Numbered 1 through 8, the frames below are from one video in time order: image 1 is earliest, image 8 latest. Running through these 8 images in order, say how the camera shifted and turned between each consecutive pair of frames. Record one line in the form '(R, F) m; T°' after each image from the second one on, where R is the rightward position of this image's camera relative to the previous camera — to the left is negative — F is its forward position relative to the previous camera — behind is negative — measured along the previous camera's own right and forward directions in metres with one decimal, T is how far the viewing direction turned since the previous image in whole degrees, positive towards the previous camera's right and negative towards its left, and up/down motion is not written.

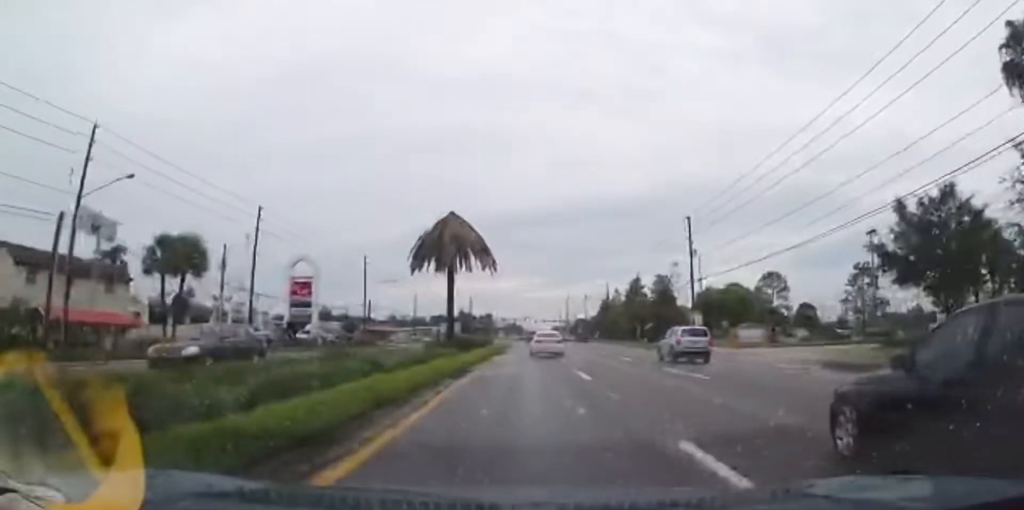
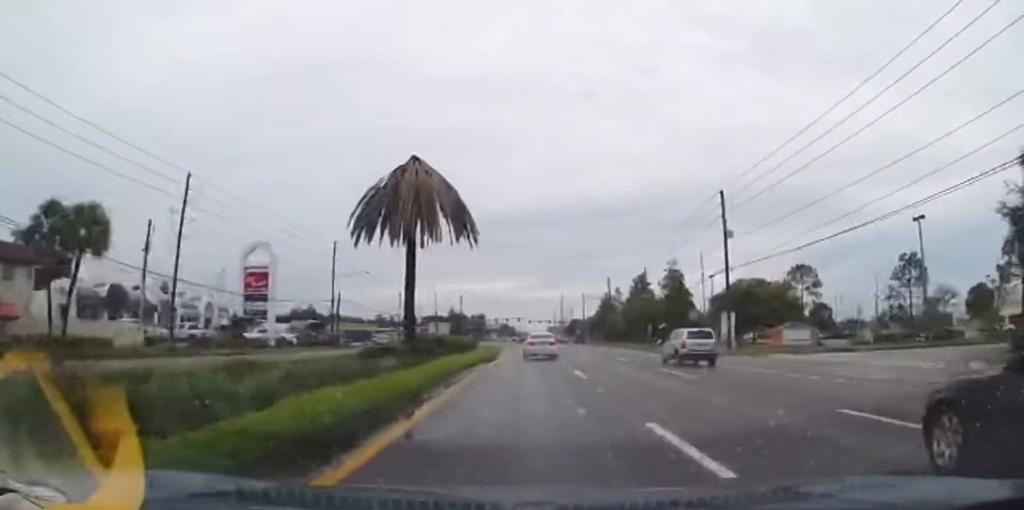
(0.0, +11.1) m; 0°
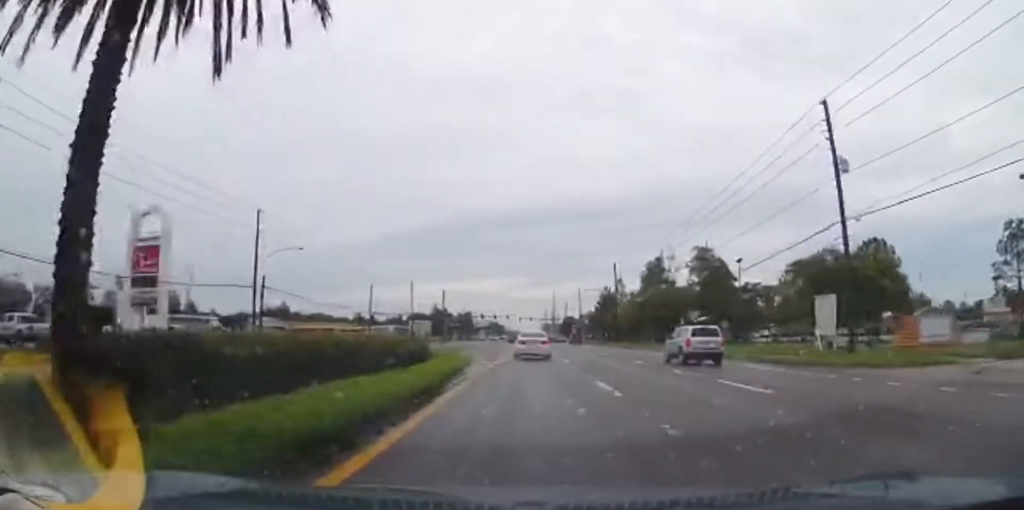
(+0.1, +18.2) m; +2°
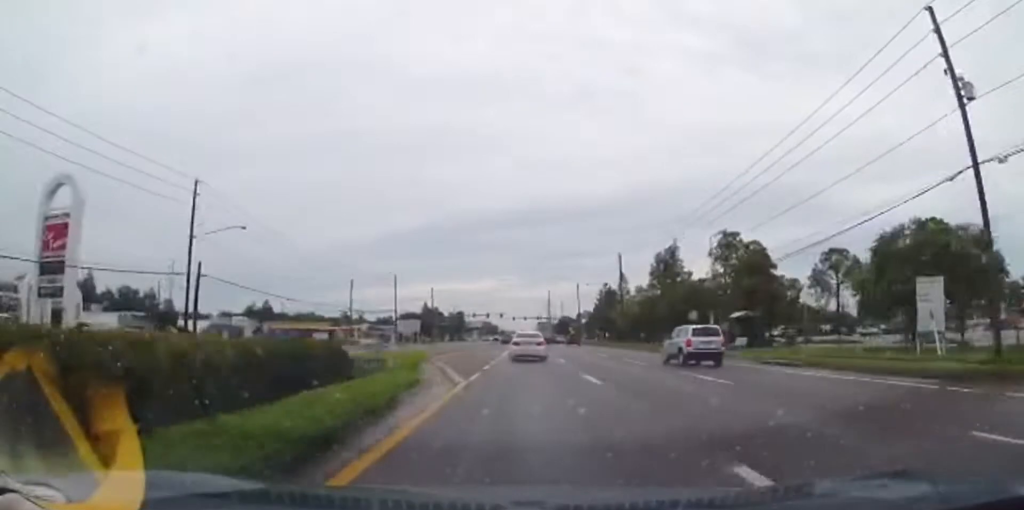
(+0.3, +10.1) m; +1°
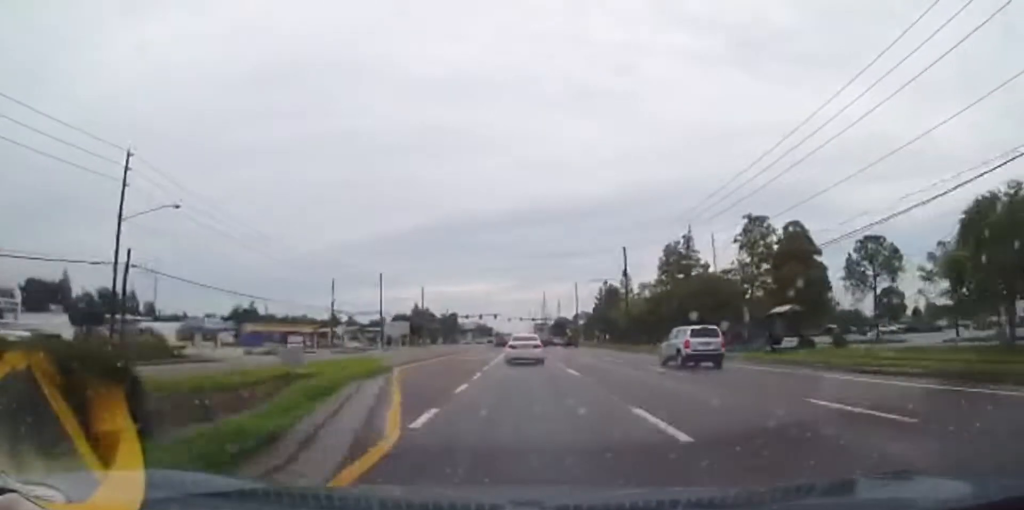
(0.0, +8.0) m; 0°
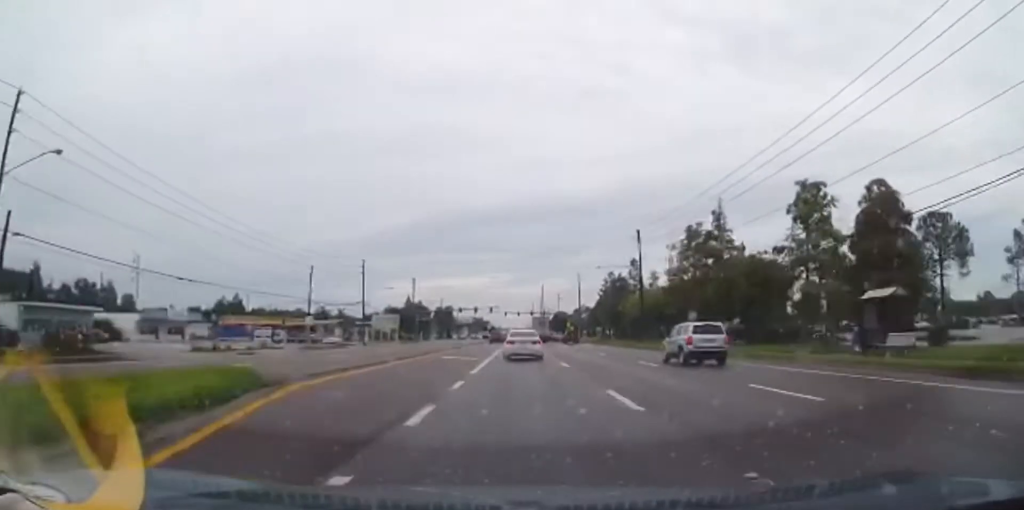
(0.0, +10.6) m; 0°
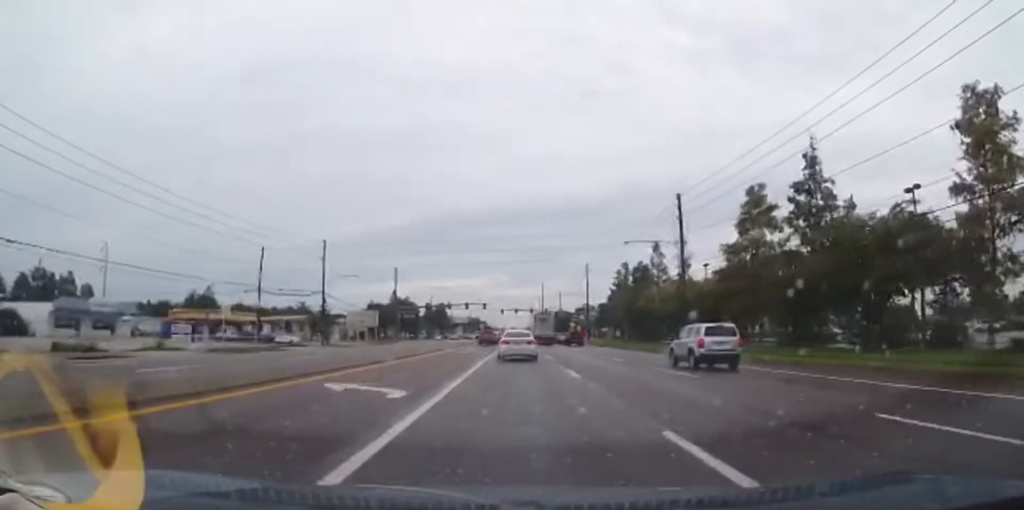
(0.0, +18.5) m; 0°
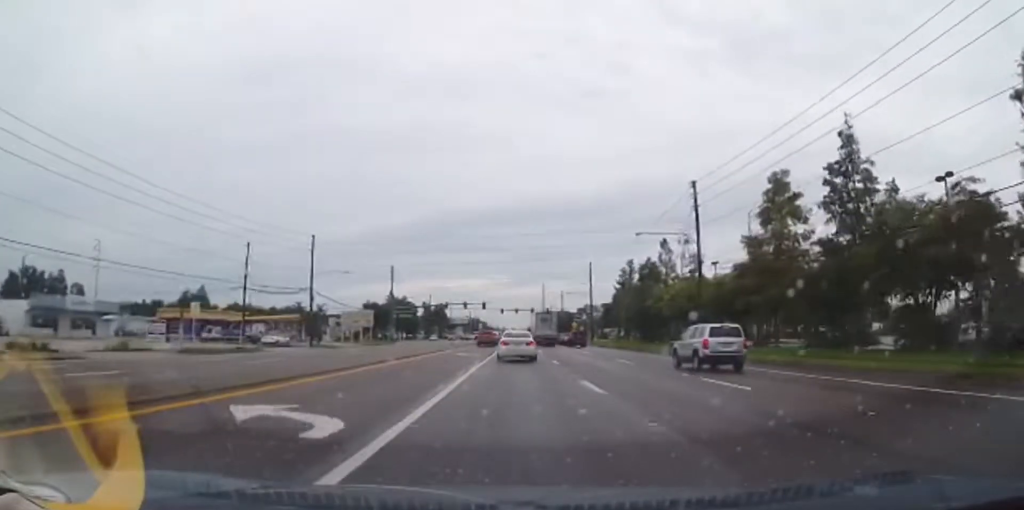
(0.0, +4.6) m; 0°
